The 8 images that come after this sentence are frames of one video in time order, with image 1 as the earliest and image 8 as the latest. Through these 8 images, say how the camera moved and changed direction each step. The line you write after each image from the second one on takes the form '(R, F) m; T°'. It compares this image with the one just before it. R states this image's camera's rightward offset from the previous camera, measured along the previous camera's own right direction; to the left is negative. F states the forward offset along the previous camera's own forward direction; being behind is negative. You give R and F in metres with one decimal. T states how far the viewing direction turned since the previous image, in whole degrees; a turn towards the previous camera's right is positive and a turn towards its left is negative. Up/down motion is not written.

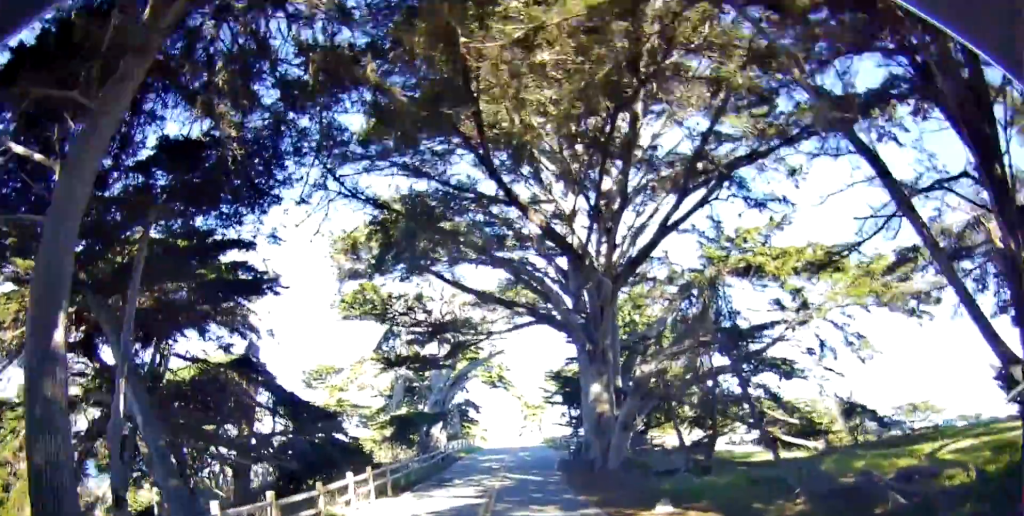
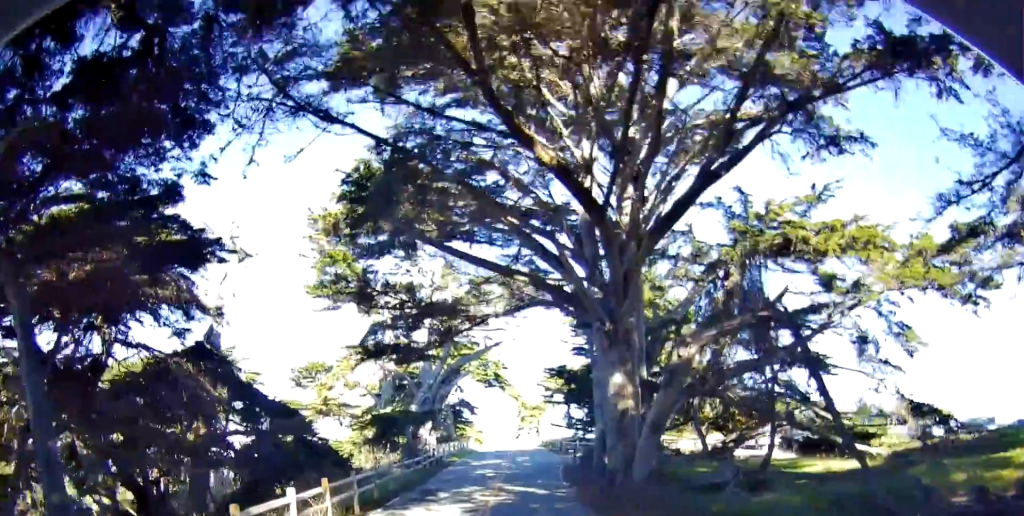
(+0.2, +2.9) m; +2°
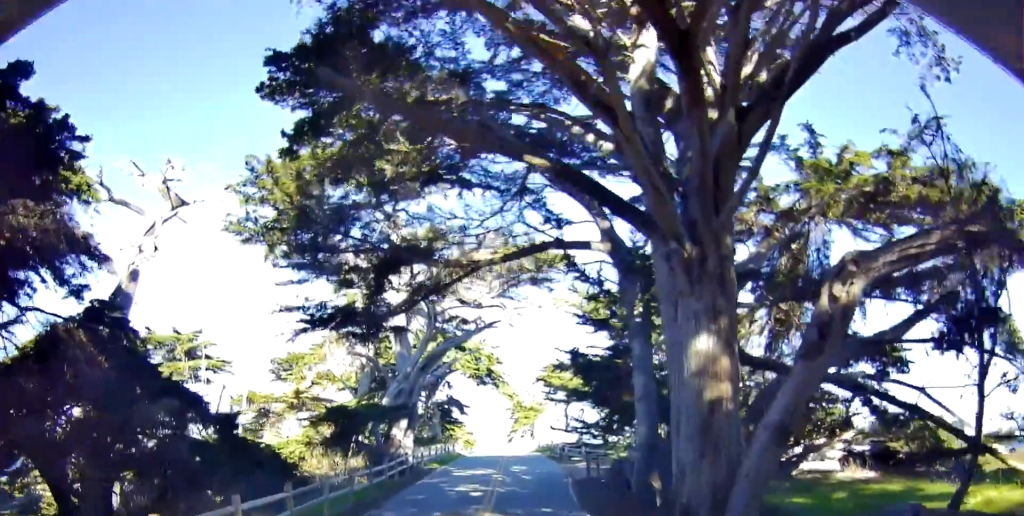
(+0.1, +4.5) m; +3°
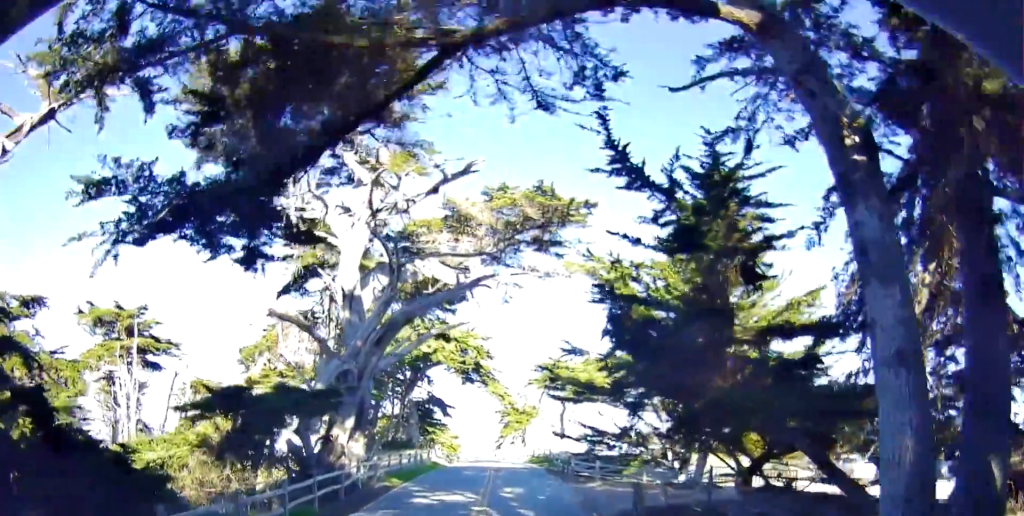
(+0.2, +7.1) m; -3°
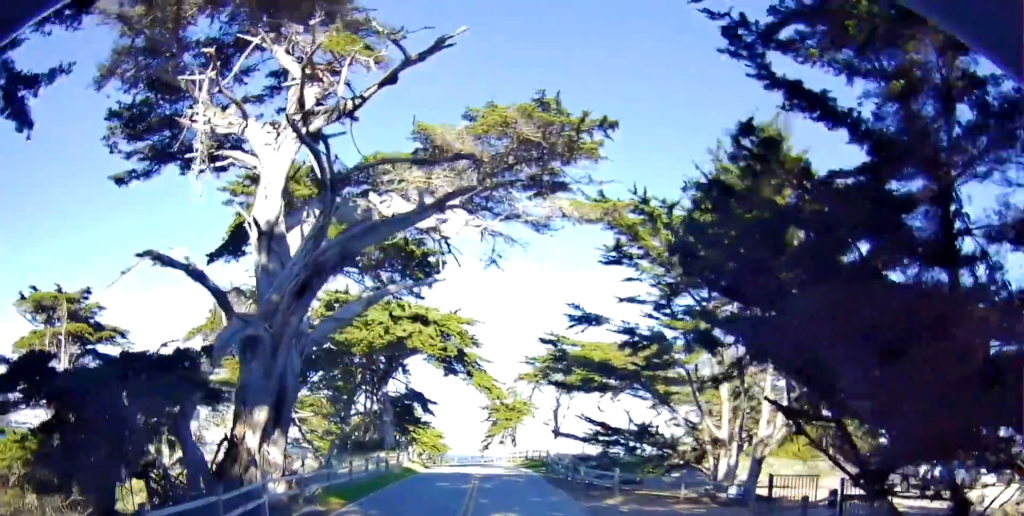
(-0.5, +6.8) m; +1°
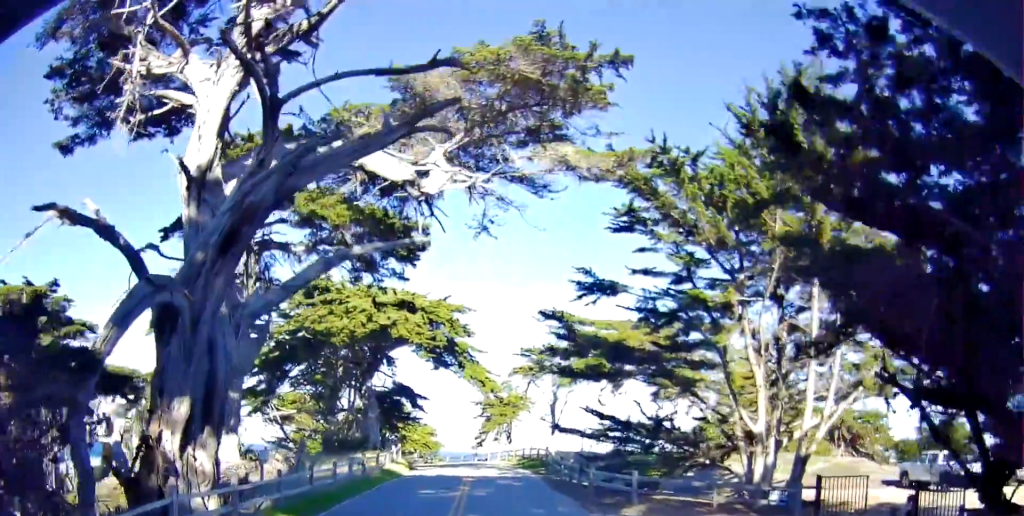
(0.0, +3.4) m; +3°
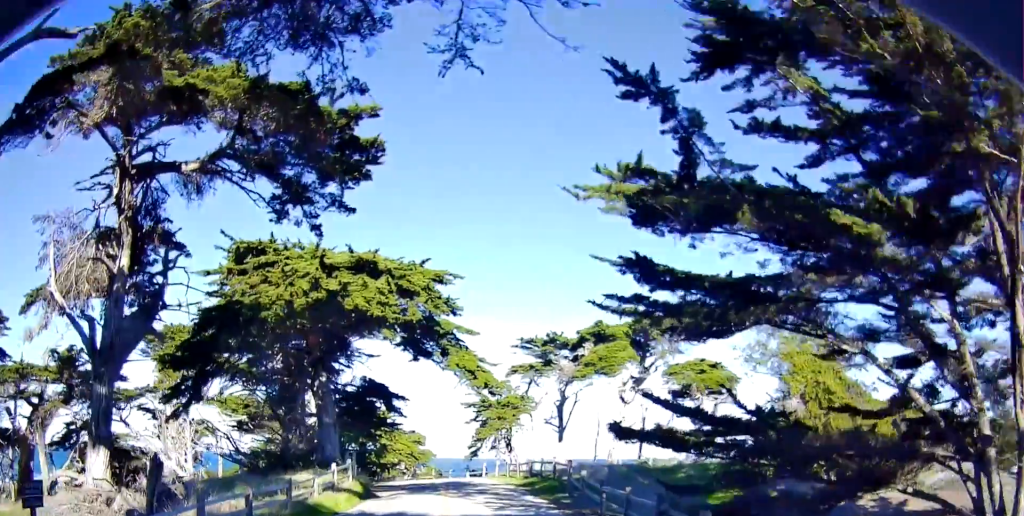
(+1.1, +10.0) m; +3°
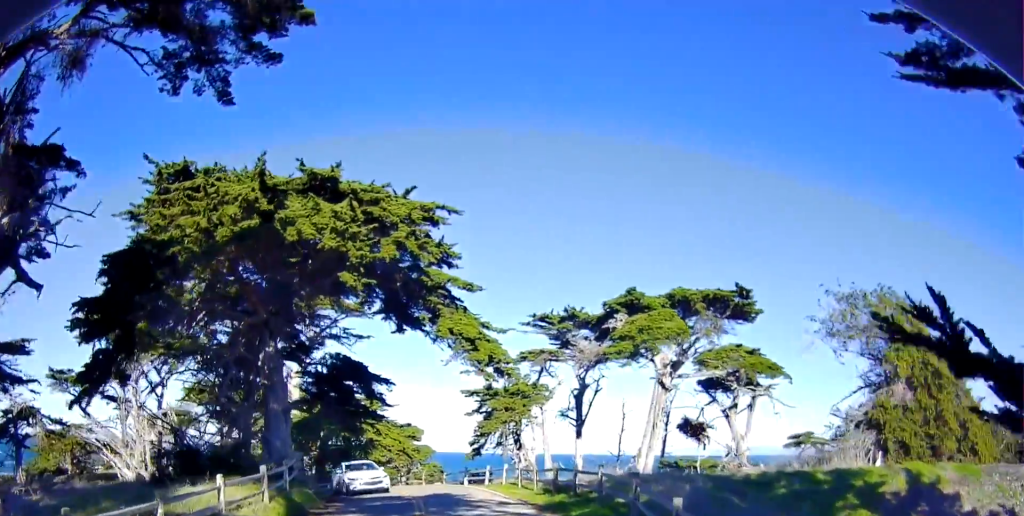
(-0.6, +8.9) m; -6°
